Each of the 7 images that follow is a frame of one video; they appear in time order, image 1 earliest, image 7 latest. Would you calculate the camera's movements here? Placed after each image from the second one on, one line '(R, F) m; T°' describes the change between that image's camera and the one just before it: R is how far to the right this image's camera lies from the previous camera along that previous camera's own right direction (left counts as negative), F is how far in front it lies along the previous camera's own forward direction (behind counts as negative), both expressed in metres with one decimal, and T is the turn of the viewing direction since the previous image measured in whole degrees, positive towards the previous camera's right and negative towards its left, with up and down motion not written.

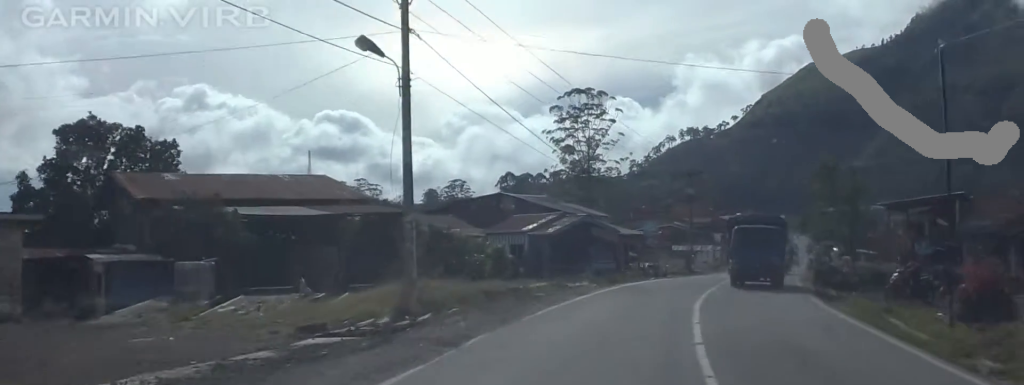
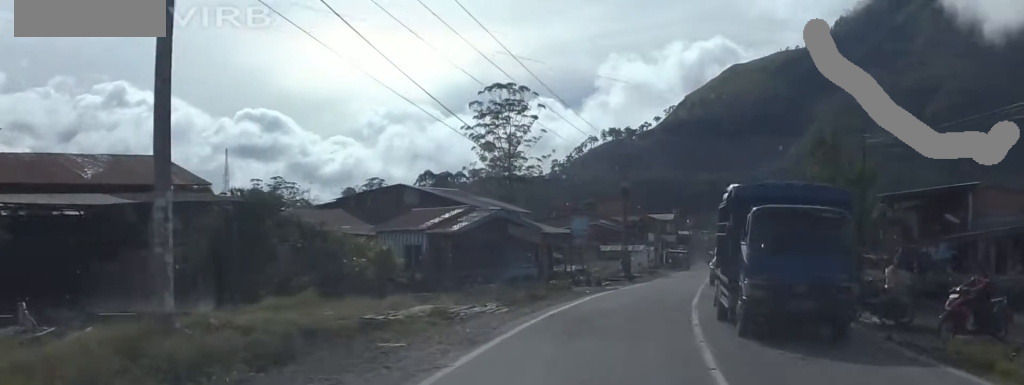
(+0.4, +11.0) m; +4°
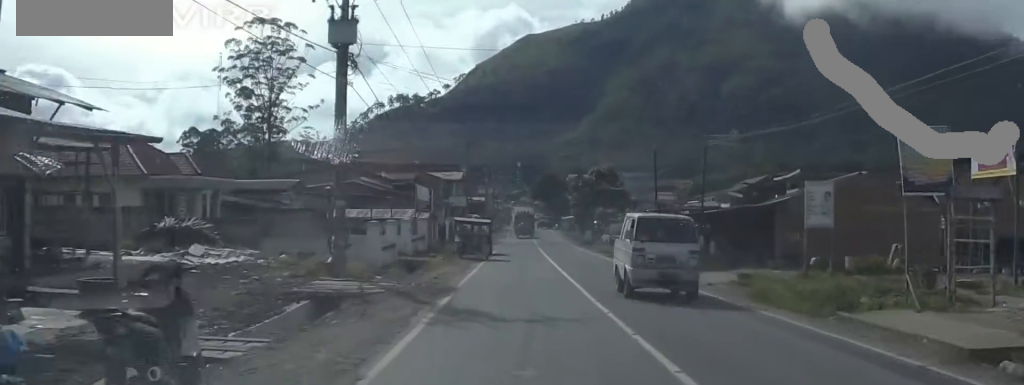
(+5.5, +39.9) m; +18°
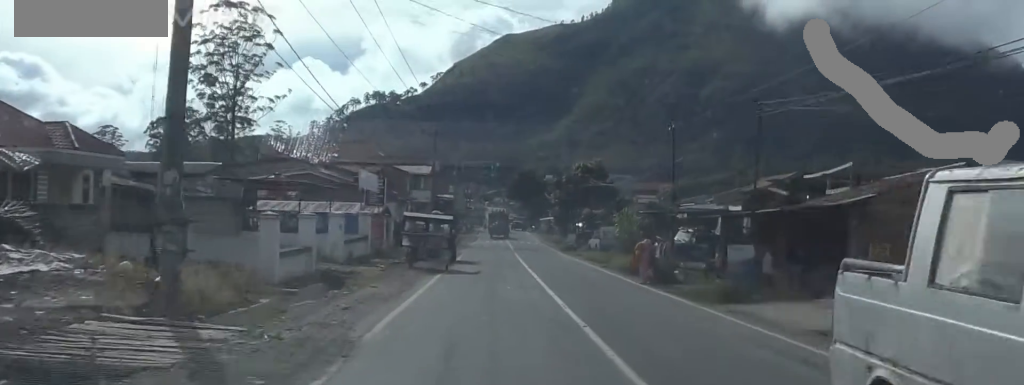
(+1.4, +10.3) m; 0°
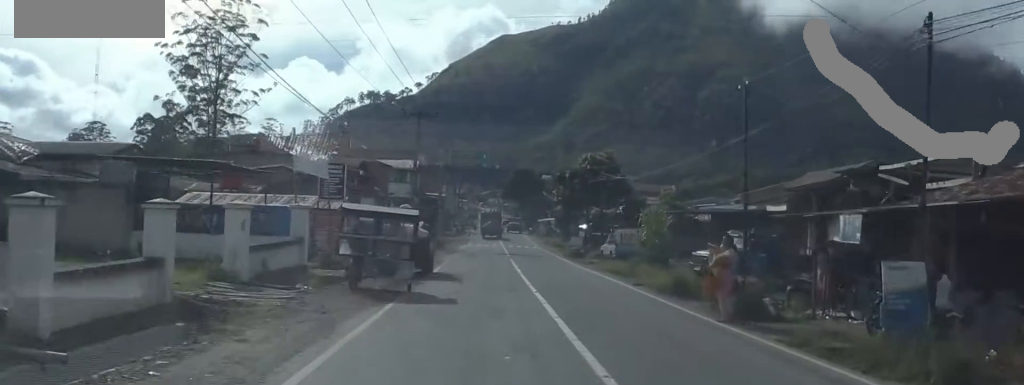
(-1.4, +10.3) m; -7°
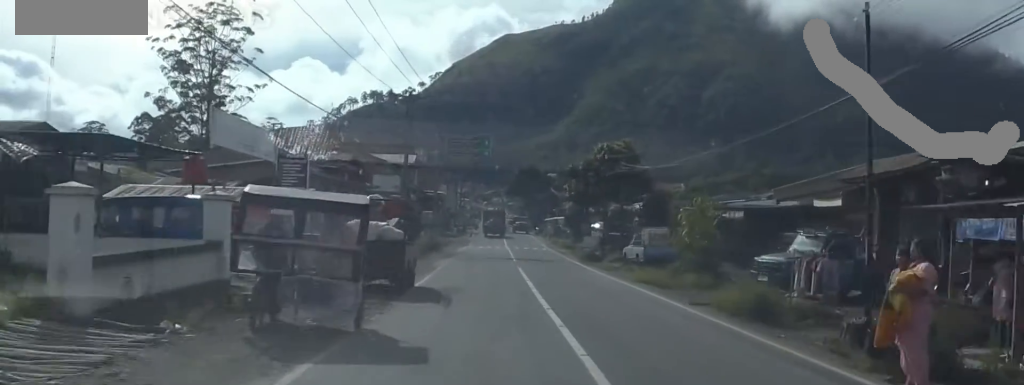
(-0.3, +7.6) m; -2°
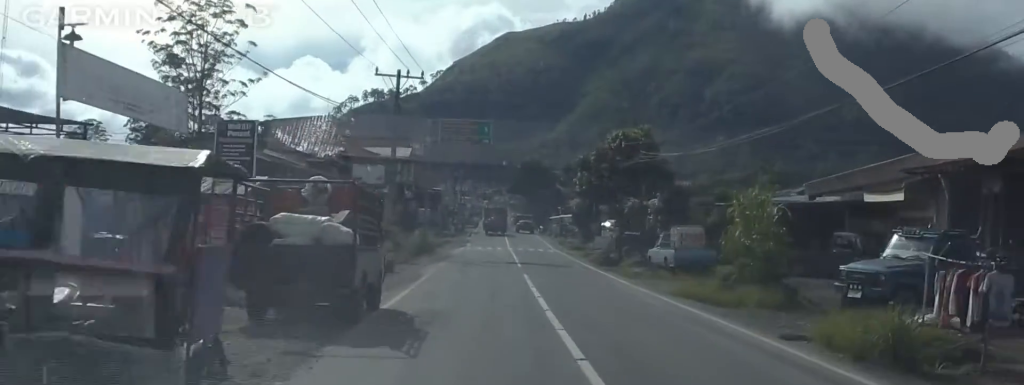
(-0.1, +6.5) m; 0°
